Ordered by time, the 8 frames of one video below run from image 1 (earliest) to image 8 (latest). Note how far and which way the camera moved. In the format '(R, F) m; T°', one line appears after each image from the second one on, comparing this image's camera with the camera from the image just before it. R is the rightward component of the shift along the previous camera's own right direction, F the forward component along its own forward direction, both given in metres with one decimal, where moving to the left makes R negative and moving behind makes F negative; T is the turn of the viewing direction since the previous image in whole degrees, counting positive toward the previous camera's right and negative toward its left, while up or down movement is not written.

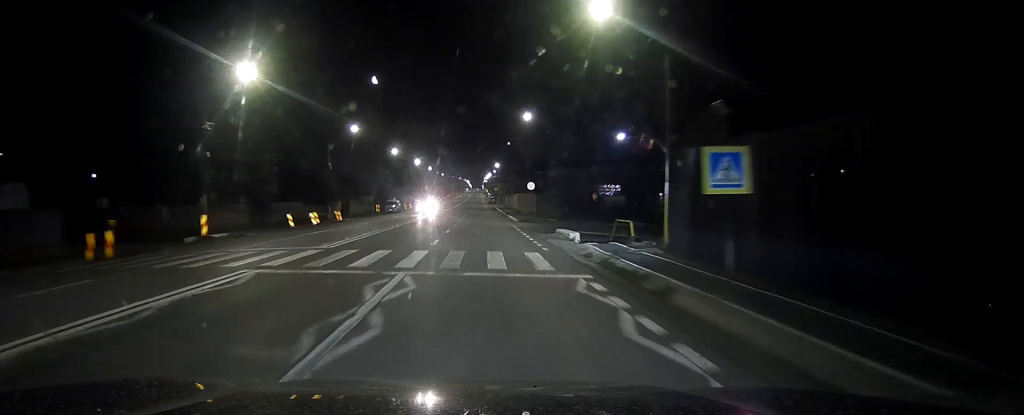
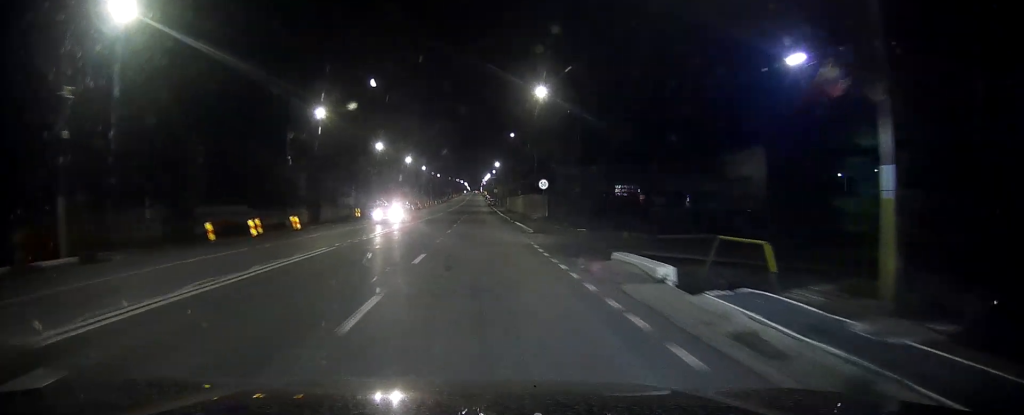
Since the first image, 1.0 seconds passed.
(+0.1, +15.3) m; +1°
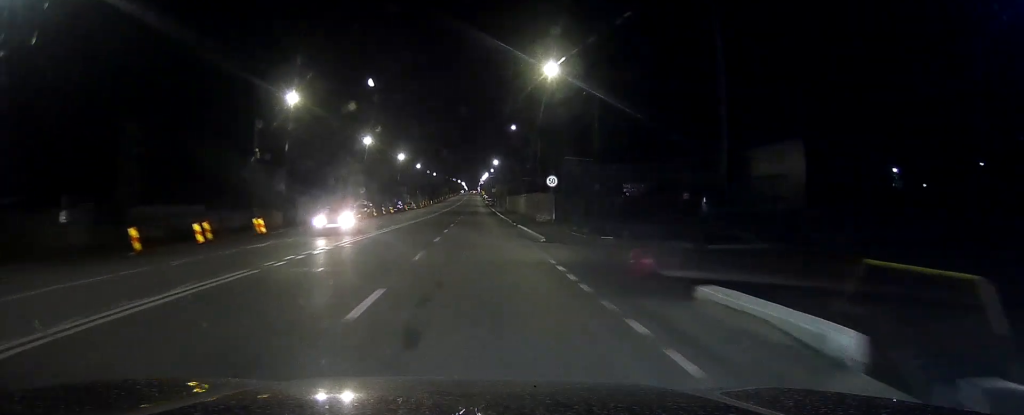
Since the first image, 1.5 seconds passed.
(+0.1, +8.2) m; 0°
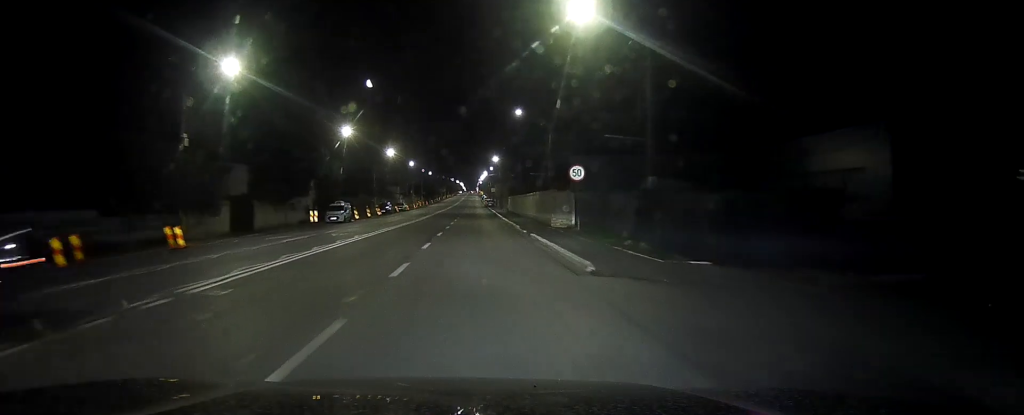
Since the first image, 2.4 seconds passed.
(-0.1, +12.7) m; 0°
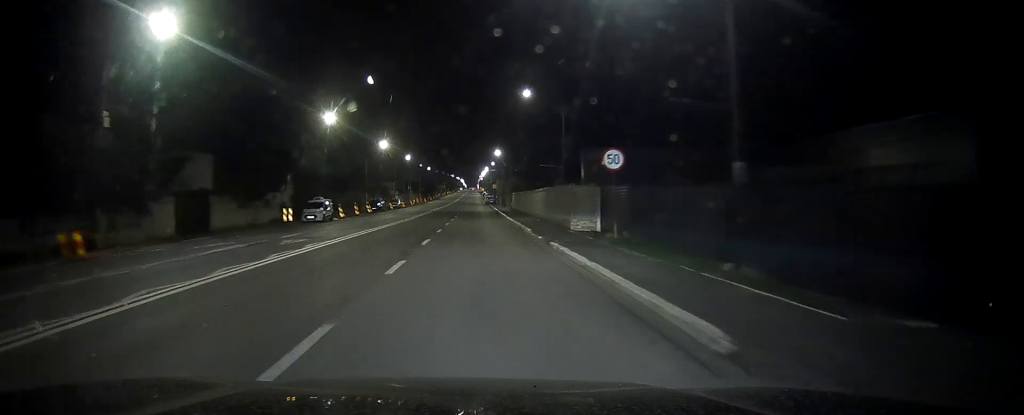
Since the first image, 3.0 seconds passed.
(+0.1, +9.0) m; 0°
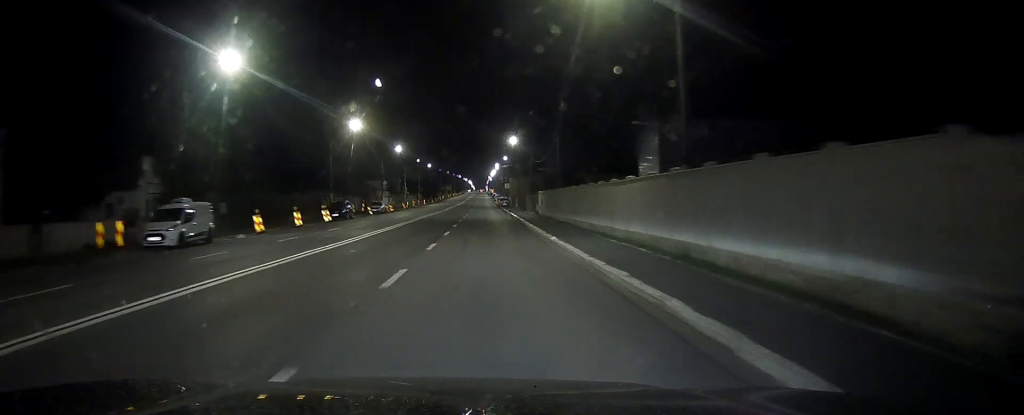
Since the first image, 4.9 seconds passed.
(-0.3, +28.9) m; -1°
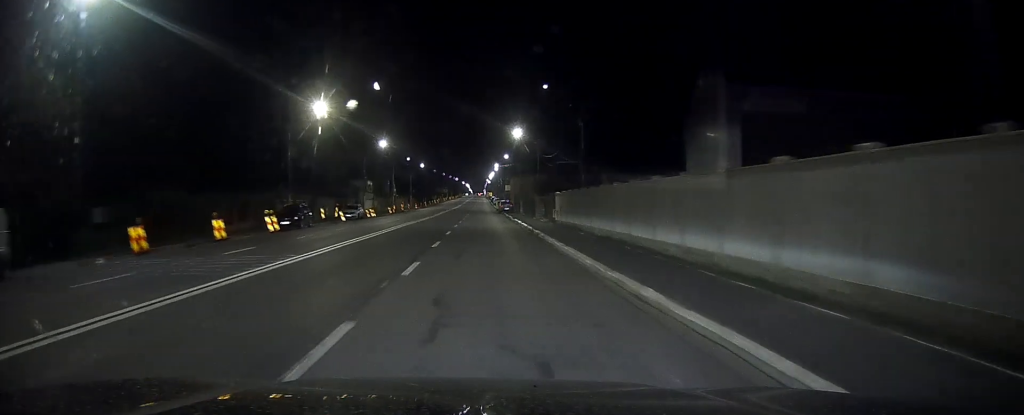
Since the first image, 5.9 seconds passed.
(0.0, +15.4) m; 0°
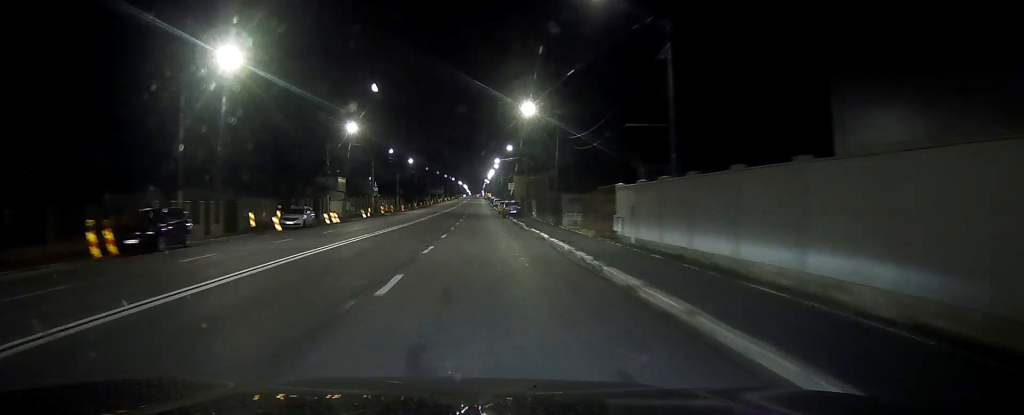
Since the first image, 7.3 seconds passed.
(+0.1, +20.8) m; 0°
